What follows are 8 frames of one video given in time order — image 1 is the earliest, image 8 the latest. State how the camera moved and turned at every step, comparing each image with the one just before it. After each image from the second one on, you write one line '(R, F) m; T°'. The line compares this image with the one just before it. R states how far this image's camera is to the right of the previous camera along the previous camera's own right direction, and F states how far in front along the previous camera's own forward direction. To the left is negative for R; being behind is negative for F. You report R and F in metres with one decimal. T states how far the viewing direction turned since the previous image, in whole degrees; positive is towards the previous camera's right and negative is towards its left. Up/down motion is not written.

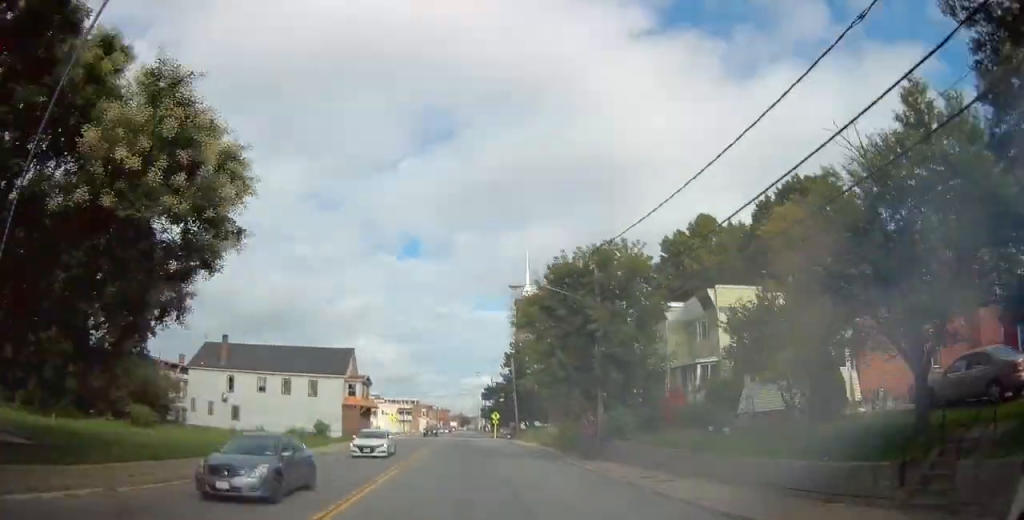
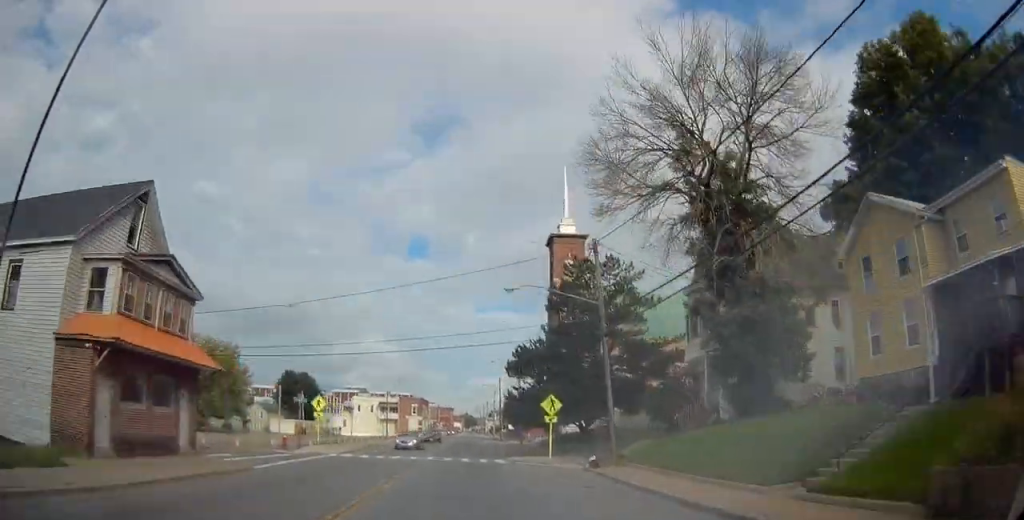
(0.0, +41.4) m; 0°
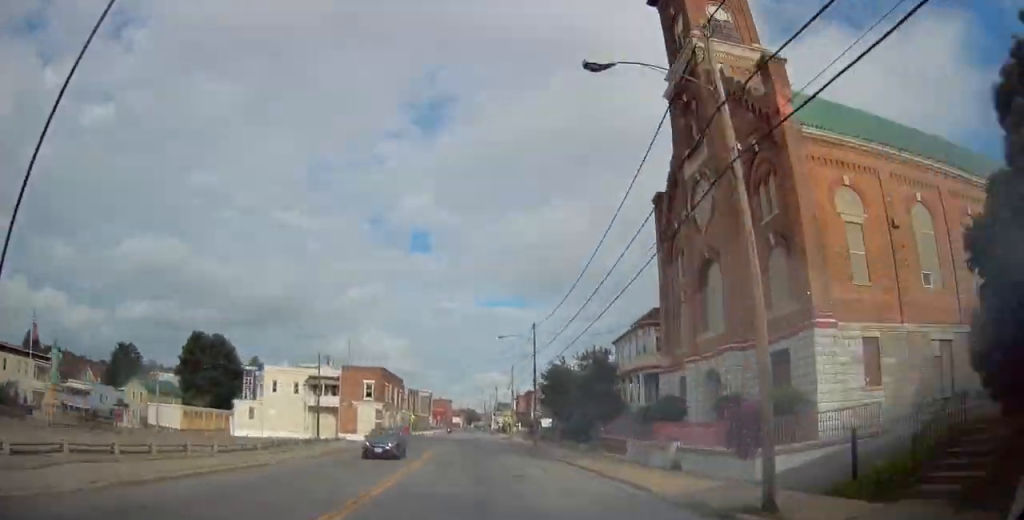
(+0.3, +53.6) m; 0°
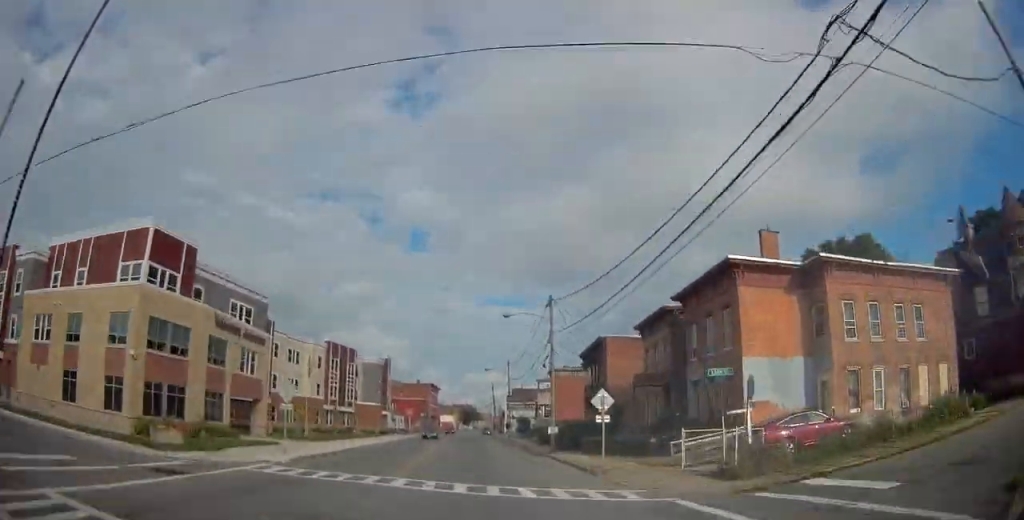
(-0.3, +89.4) m; 0°
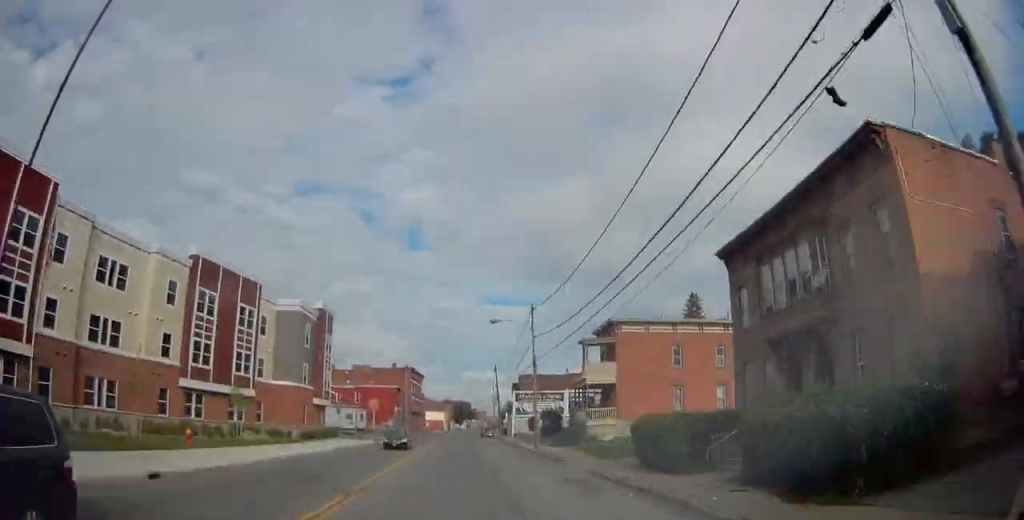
(+0.1, +35.0) m; 0°
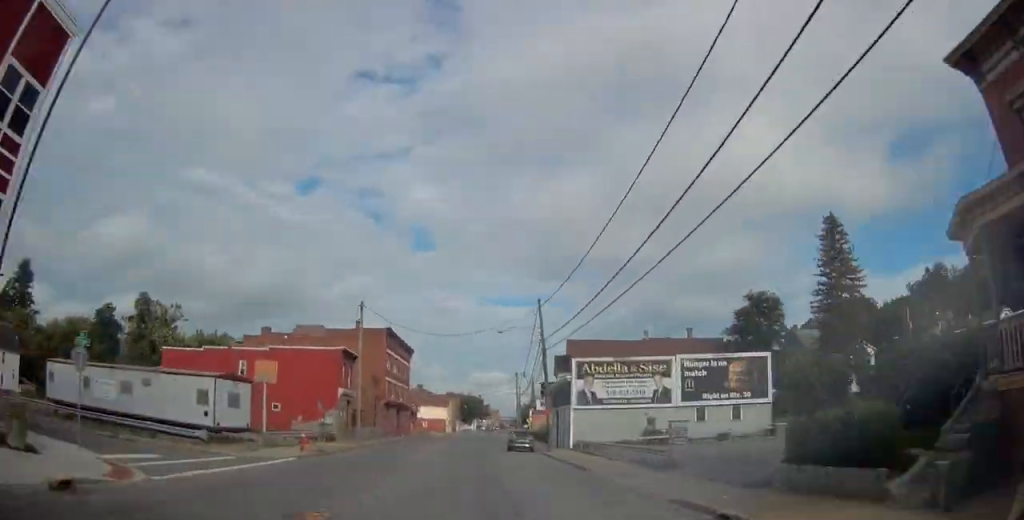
(0.0, +42.6) m; 0°
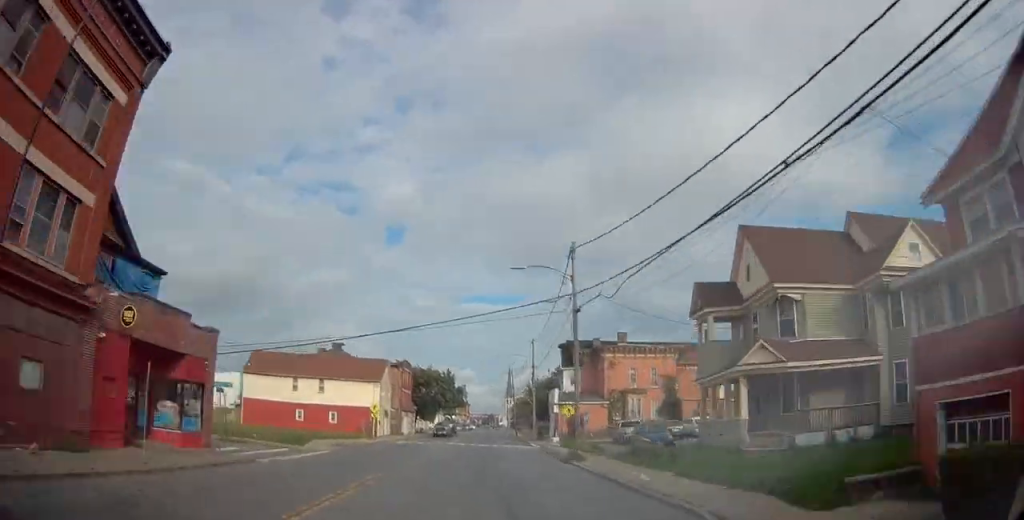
(+1.1, +67.2) m; +2°
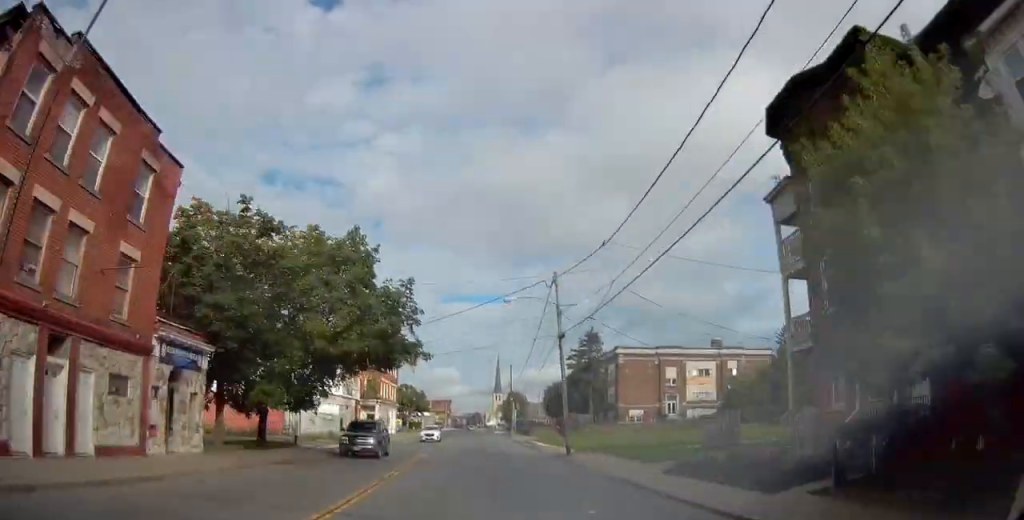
(+1.5, +62.2) m; +2°
